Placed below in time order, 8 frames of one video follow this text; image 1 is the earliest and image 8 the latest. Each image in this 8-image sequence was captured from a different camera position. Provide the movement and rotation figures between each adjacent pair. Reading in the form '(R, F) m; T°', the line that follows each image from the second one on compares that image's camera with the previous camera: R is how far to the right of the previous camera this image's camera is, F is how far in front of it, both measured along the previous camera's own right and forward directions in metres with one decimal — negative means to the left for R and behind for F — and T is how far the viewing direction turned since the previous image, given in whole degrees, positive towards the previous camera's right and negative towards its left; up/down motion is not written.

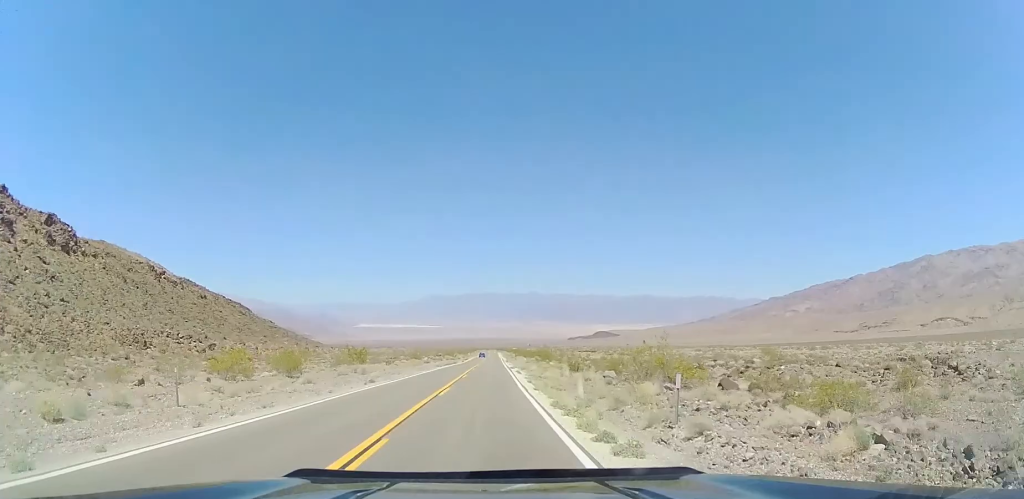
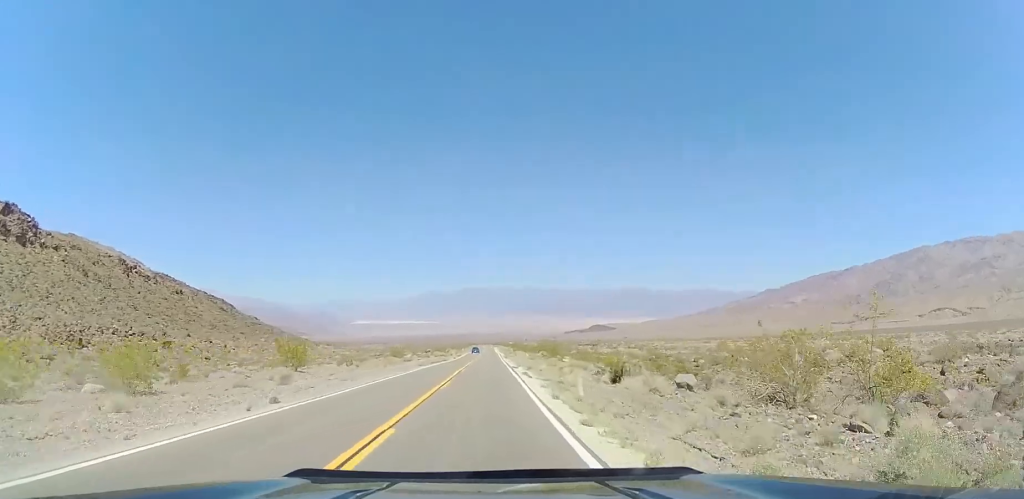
(0.0, +14.1) m; 0°
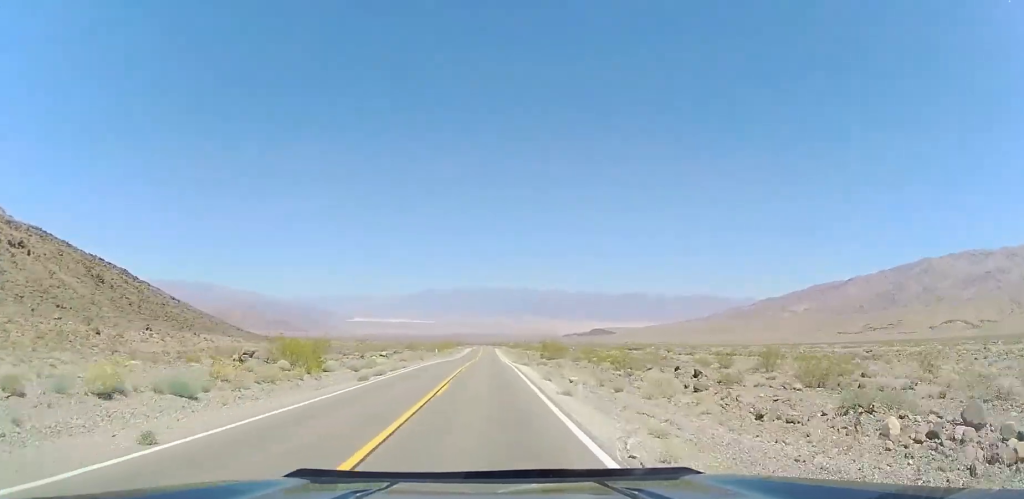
(+0.2, +76.3) m; 0°
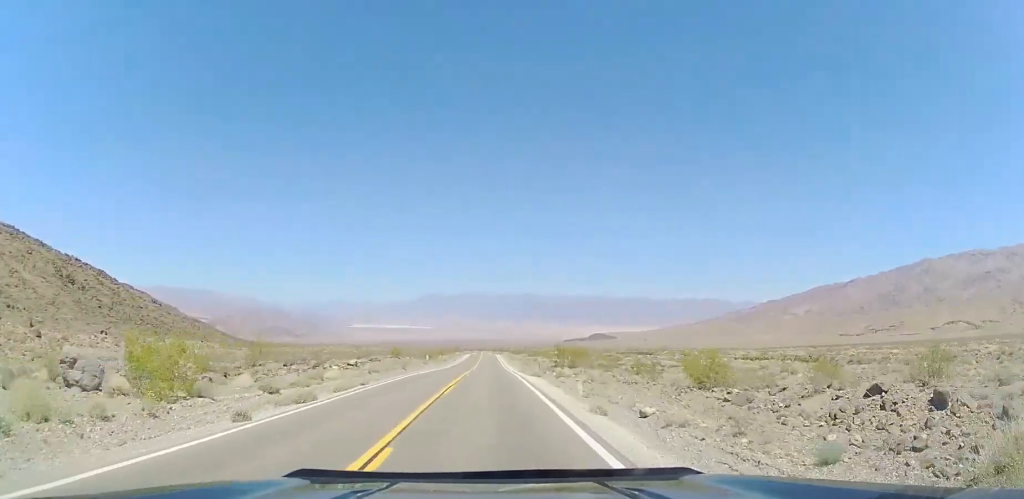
(-0.1, +12.5) m; 0°
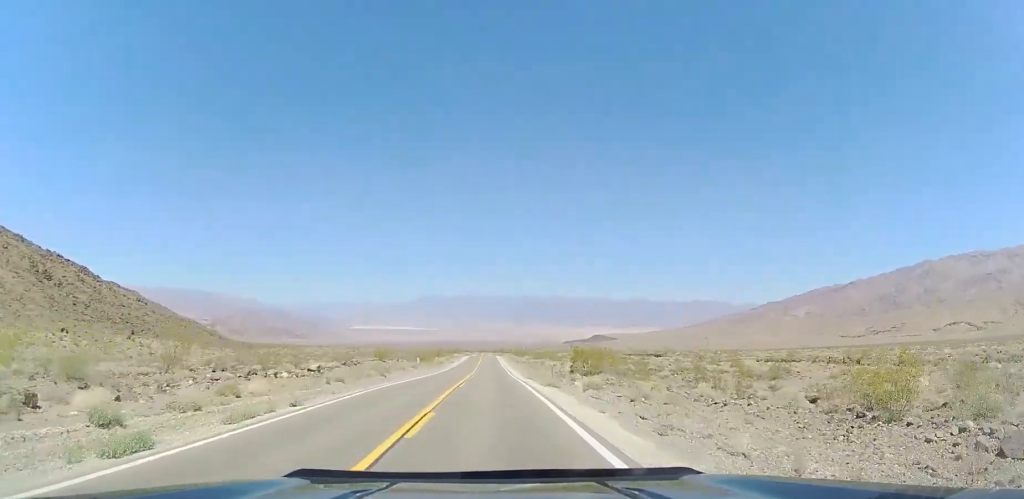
(+0.1, +9.5) m; 0°
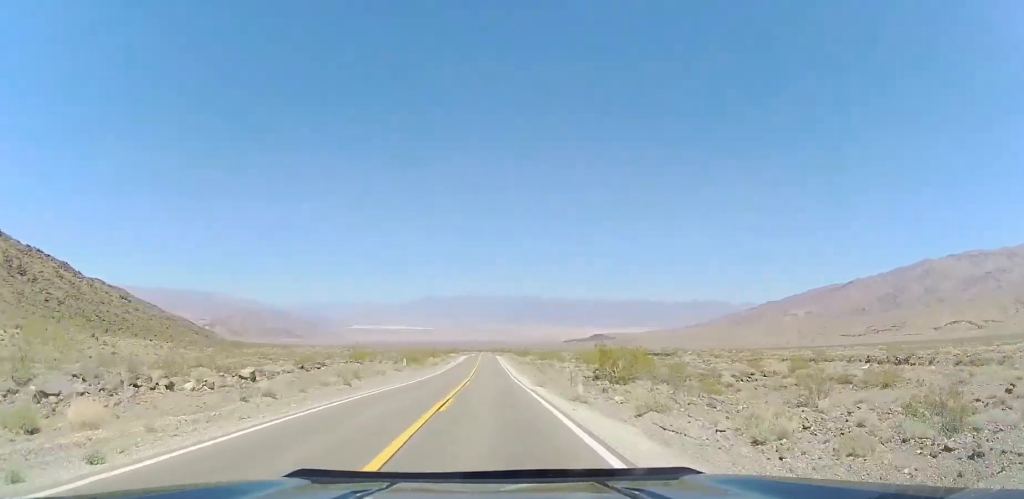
(+0.1, +9.5) m; 0°
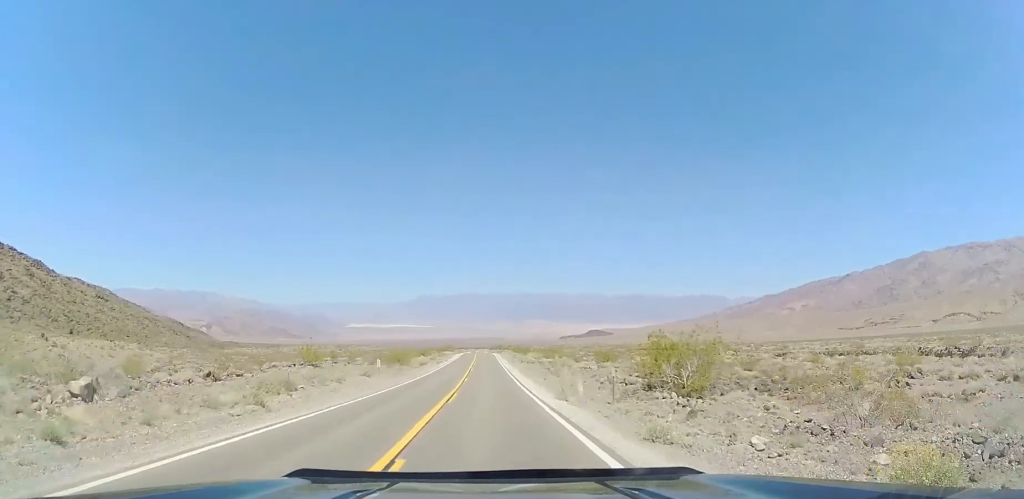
(0.0, +11.1) m; +1°
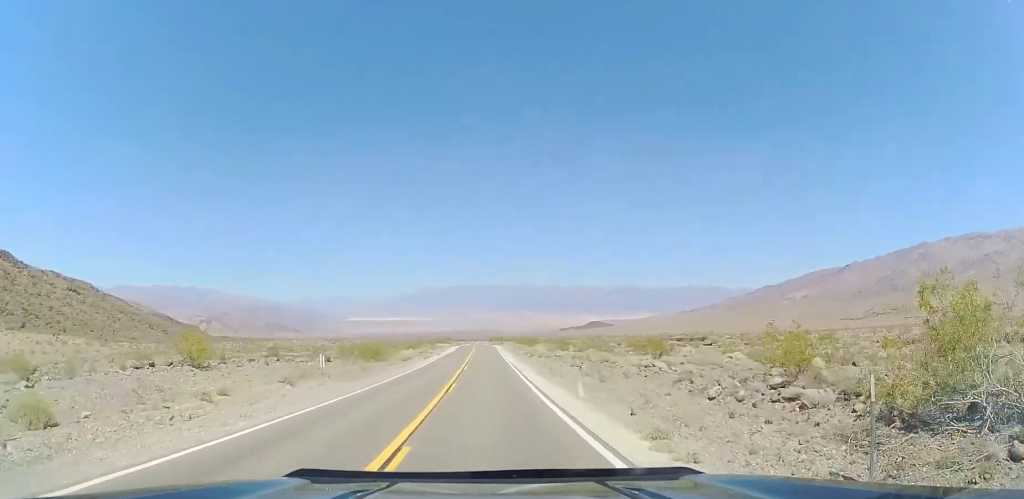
(-0.1, +14.3) m; +1°
